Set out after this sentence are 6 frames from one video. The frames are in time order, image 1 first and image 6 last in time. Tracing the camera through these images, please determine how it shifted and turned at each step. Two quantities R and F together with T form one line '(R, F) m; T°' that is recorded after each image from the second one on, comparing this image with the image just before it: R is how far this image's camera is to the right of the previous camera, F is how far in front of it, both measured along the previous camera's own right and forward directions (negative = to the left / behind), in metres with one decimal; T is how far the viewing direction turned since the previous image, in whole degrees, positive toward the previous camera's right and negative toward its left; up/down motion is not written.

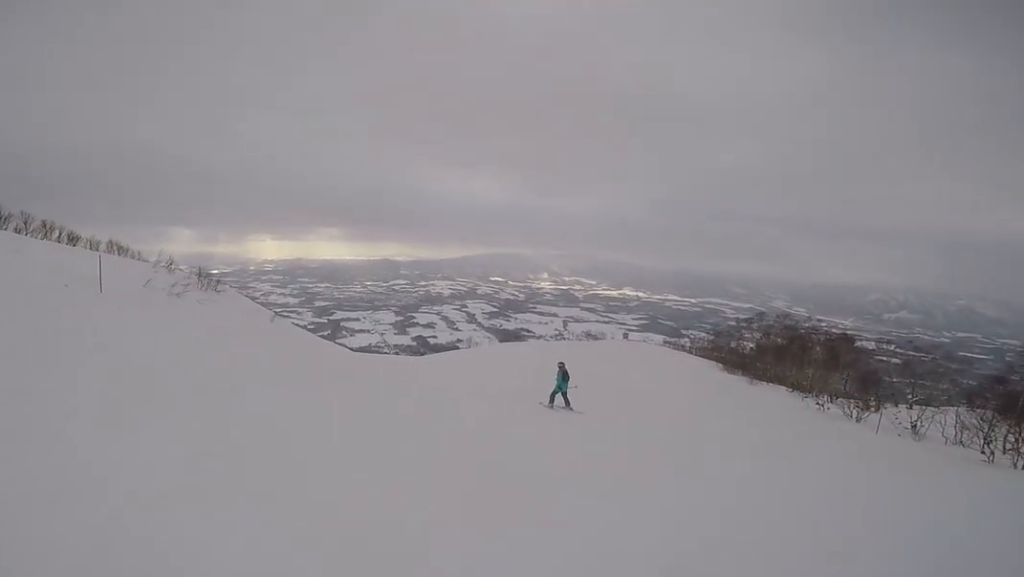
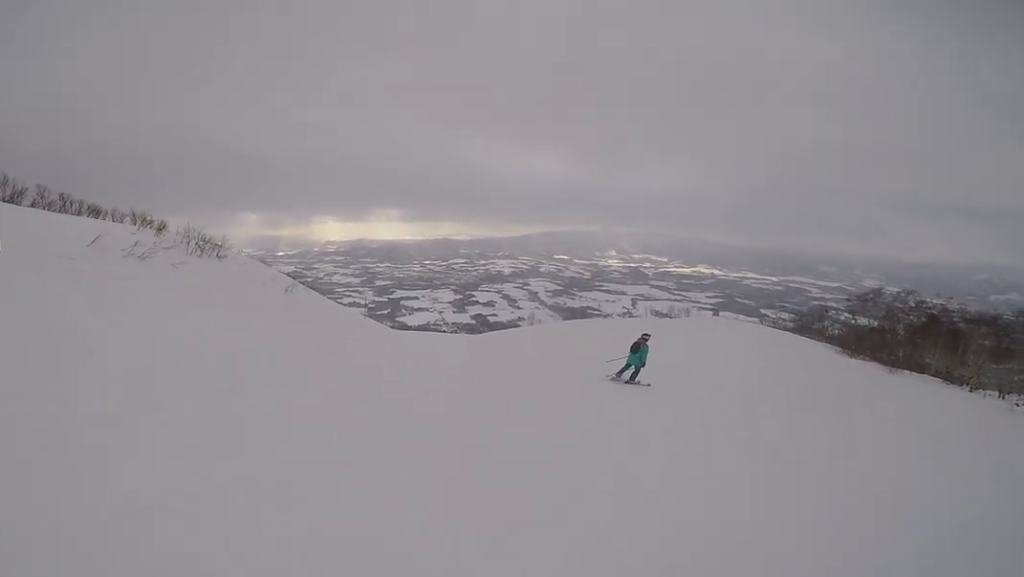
(-1.3, +6.4) m; +1°
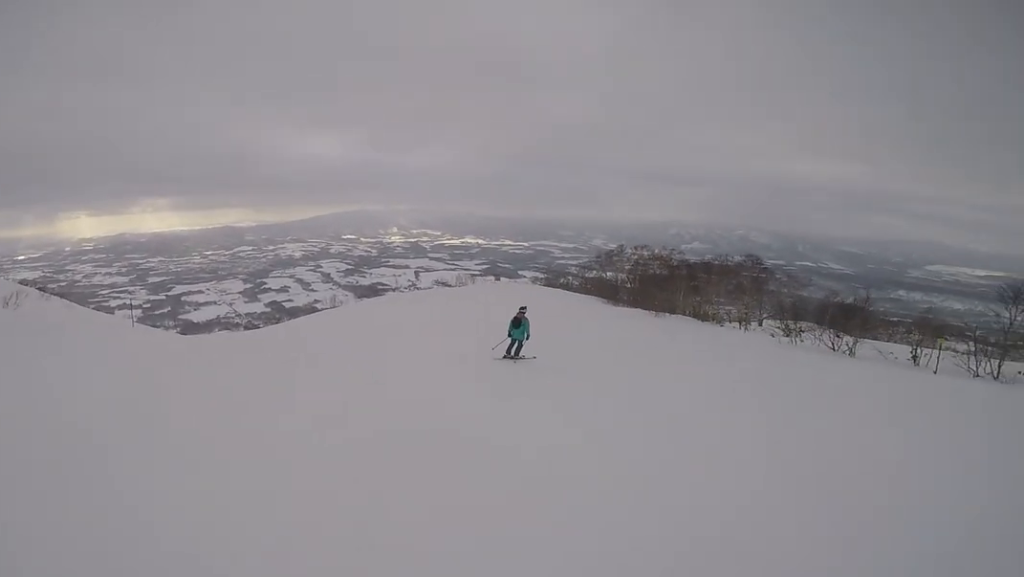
(+0.6, +4.1) m; +24°
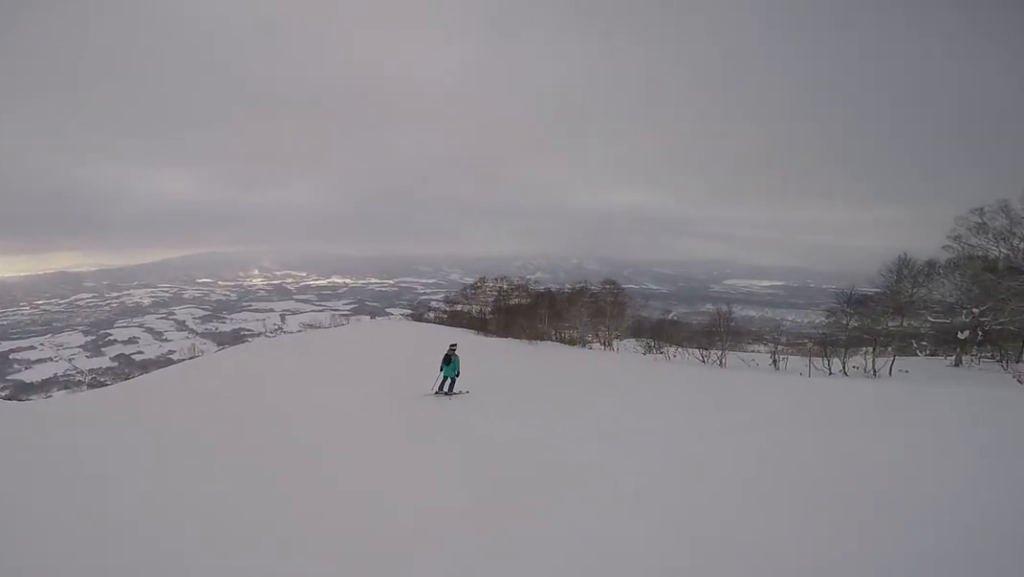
(+0.5, +2.2) m; +13°
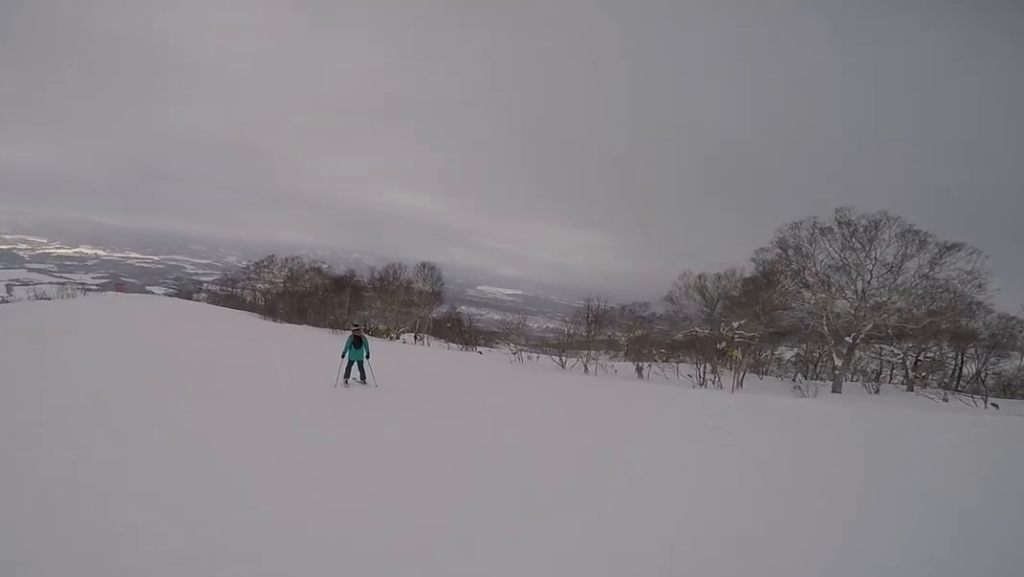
(+3.3, +8.9) m; +22°
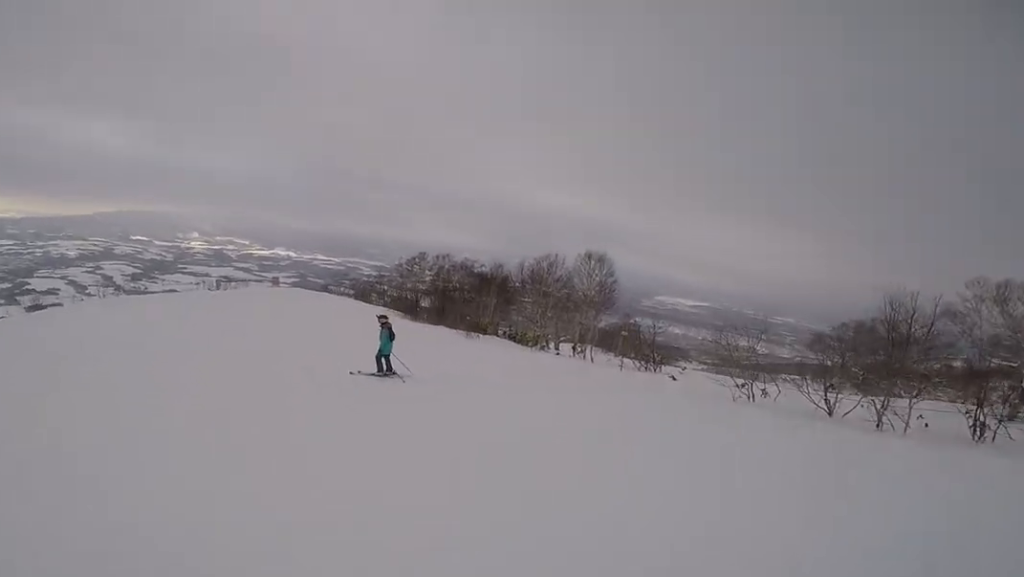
(-1.0, +6.3) m; -20°
